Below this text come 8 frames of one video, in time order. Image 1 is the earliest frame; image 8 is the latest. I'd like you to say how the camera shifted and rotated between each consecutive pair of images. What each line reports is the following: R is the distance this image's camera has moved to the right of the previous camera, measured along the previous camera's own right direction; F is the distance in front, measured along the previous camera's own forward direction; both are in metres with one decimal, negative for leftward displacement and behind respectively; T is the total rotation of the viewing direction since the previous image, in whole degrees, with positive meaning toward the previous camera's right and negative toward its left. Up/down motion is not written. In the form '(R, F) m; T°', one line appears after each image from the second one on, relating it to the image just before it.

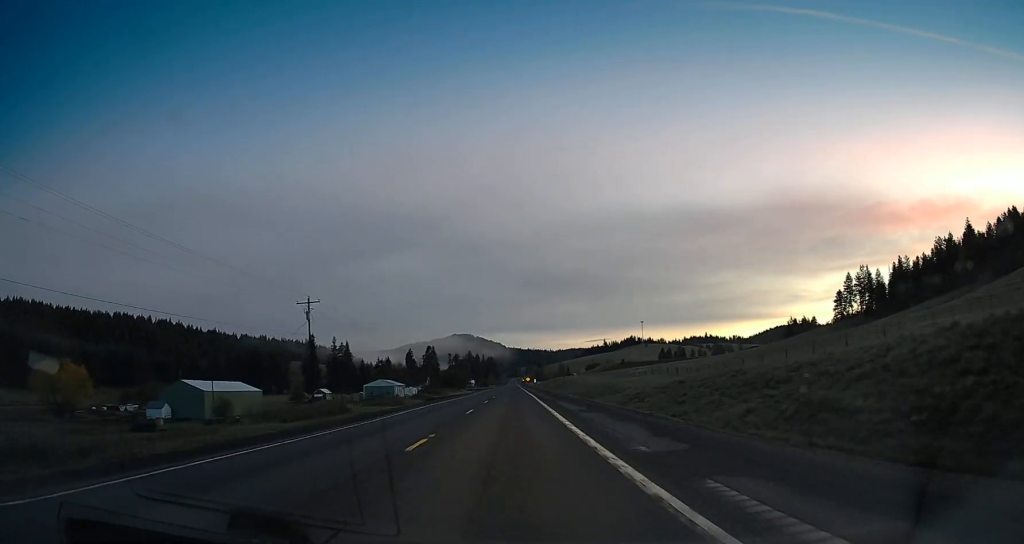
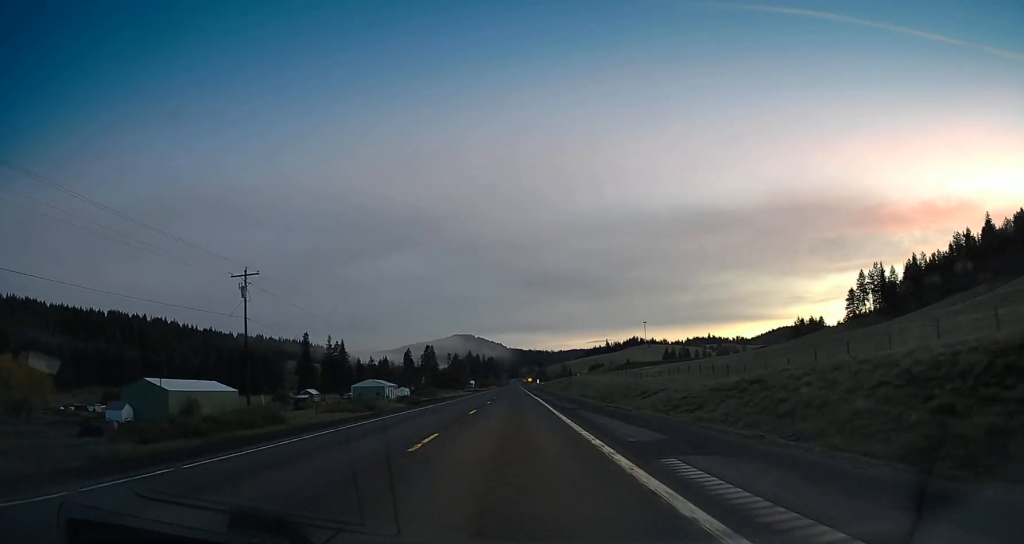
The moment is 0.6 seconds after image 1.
(-0.2, +15.2) m; -1°
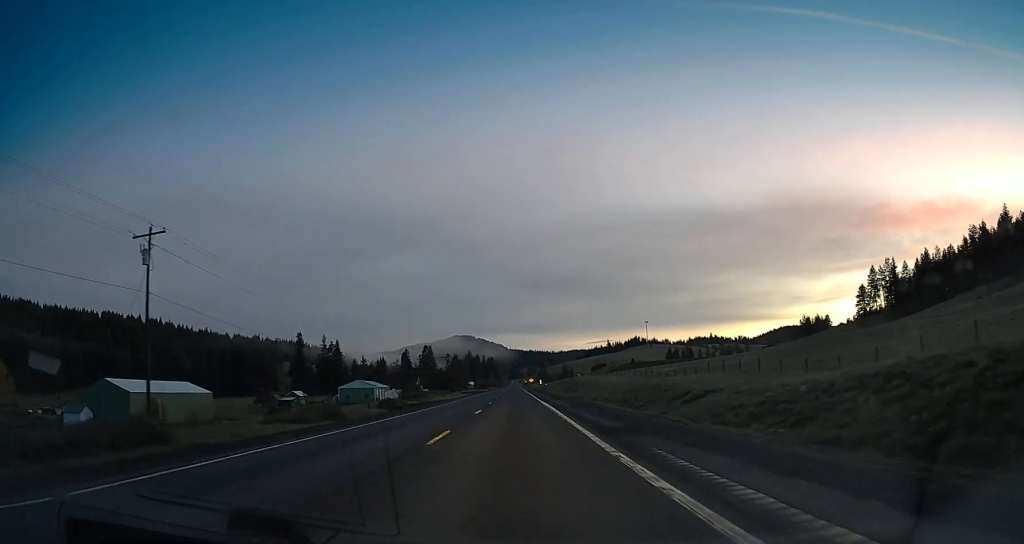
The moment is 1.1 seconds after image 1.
(0.0, +13.5) m; 0°
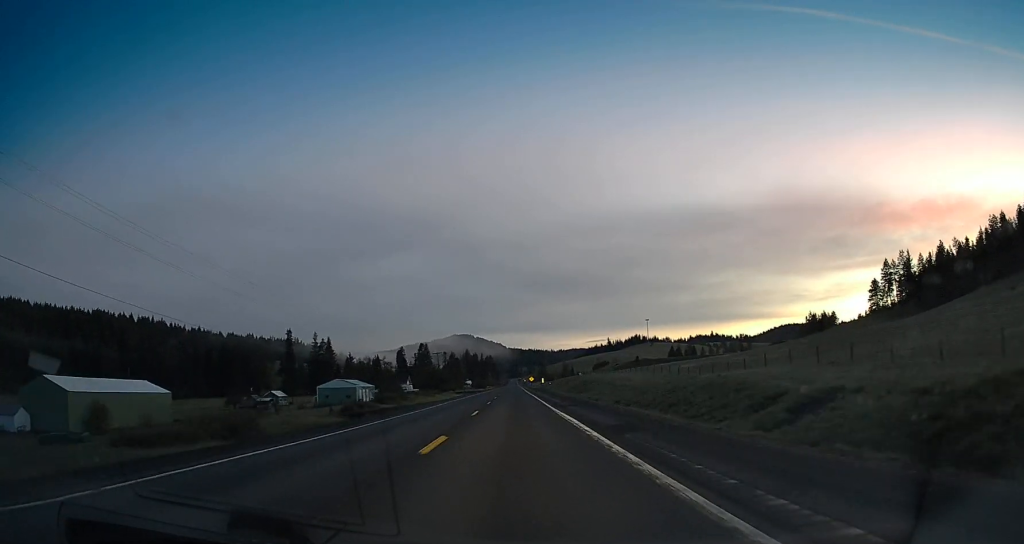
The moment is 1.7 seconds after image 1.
(0.0, +17.1) m; 0°
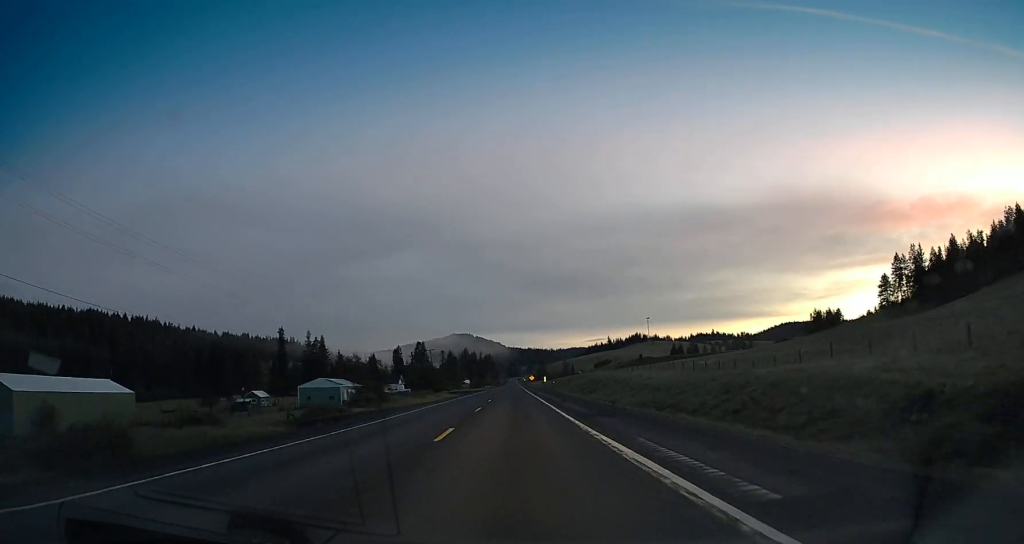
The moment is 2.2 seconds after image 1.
(0.0, +12.5) m; 0°
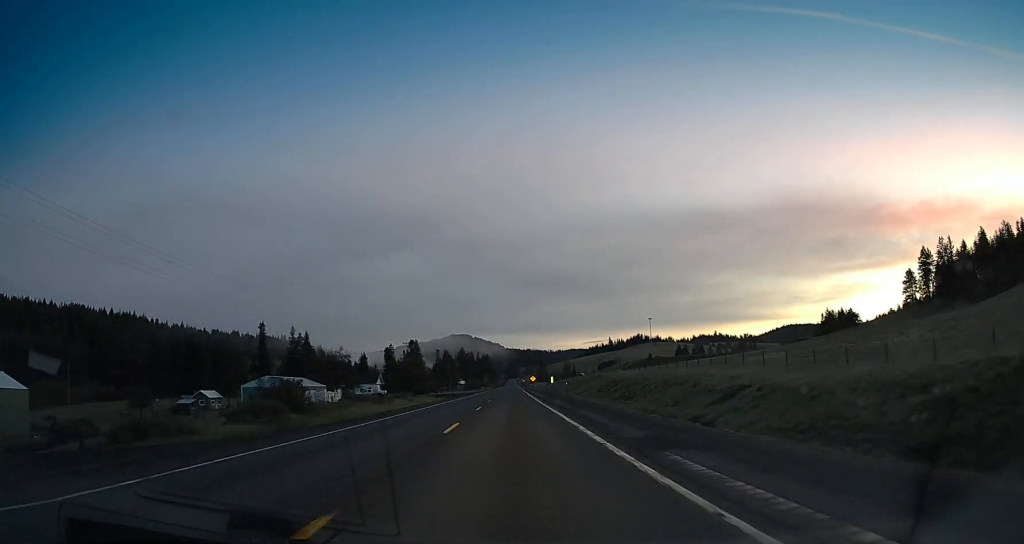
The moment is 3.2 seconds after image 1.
(+0.2, +27.8) m; +1°
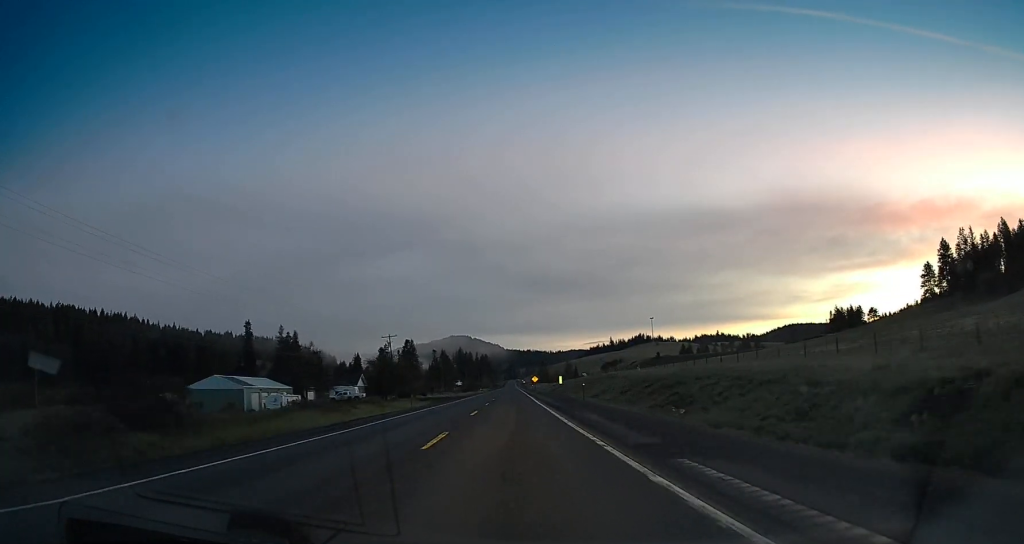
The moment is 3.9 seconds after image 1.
(+0.1, +18.8) m; 0°
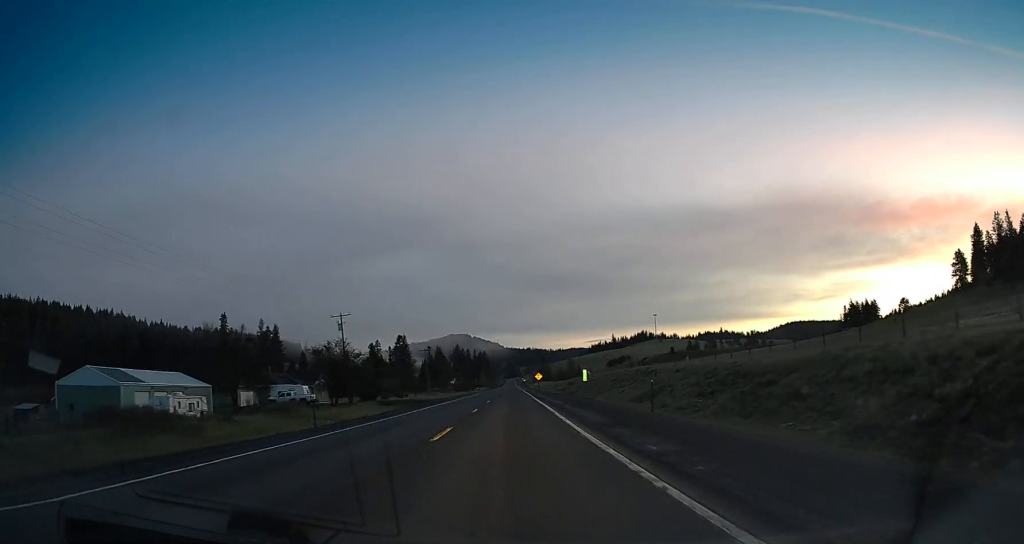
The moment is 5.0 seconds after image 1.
(-0.1, +28.6) m; -1°
